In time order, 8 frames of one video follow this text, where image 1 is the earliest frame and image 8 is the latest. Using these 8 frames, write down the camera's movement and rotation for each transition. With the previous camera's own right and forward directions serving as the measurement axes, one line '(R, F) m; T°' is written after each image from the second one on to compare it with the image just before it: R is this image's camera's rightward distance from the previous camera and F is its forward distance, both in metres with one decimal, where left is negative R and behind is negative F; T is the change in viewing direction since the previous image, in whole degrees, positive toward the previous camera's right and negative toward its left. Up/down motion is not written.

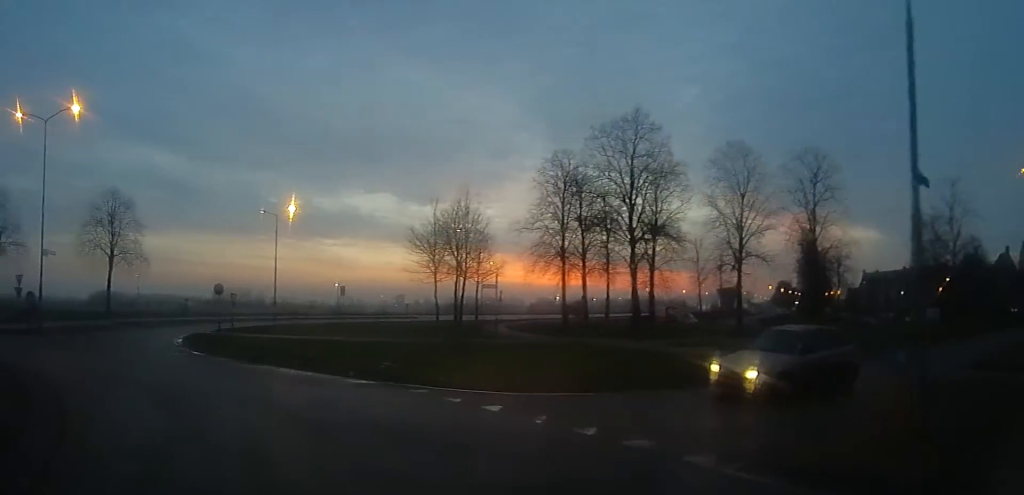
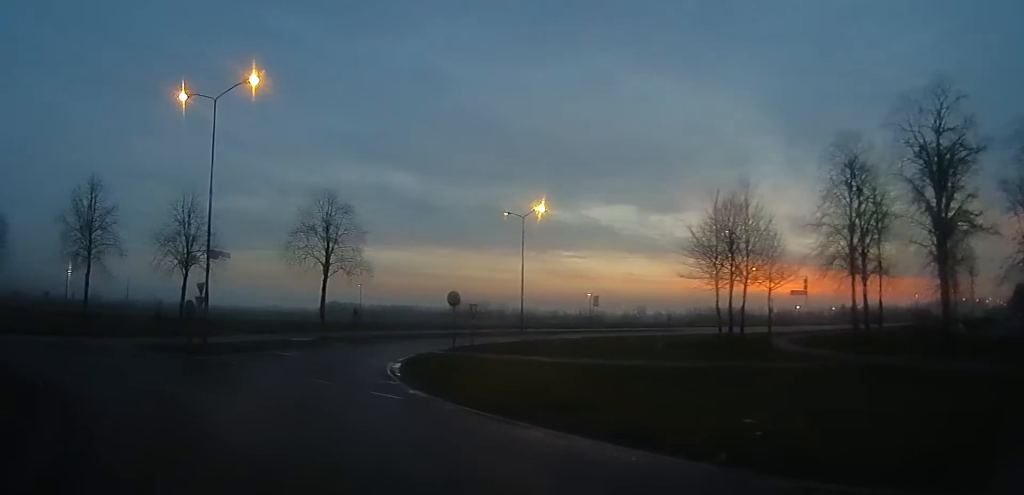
(-2.0, +5.9) m; -40°
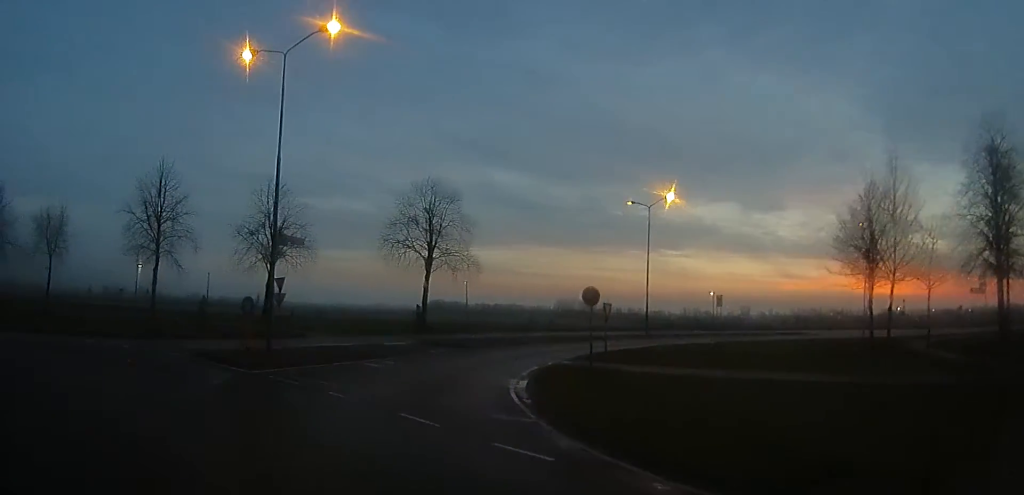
(-1.3, +4.0) m; 0°
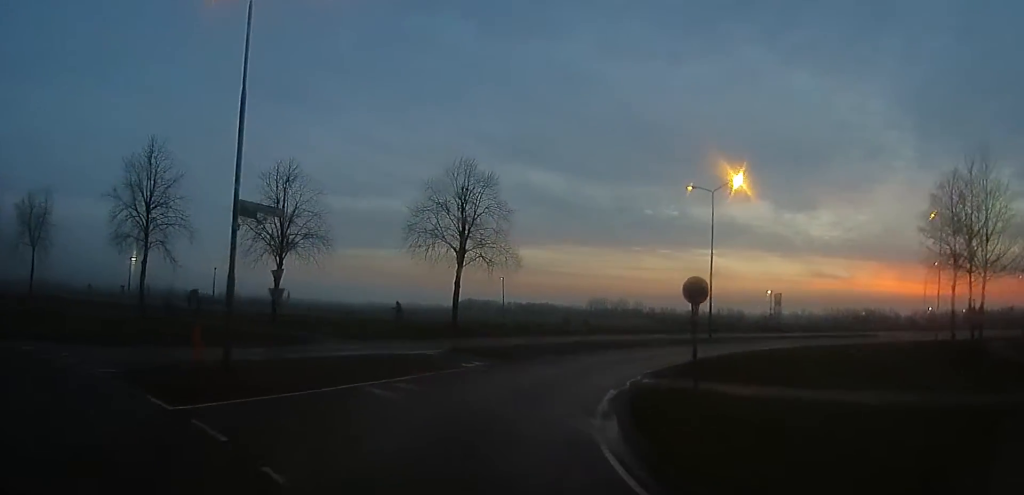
(+0.8, +4.5) m; +2°
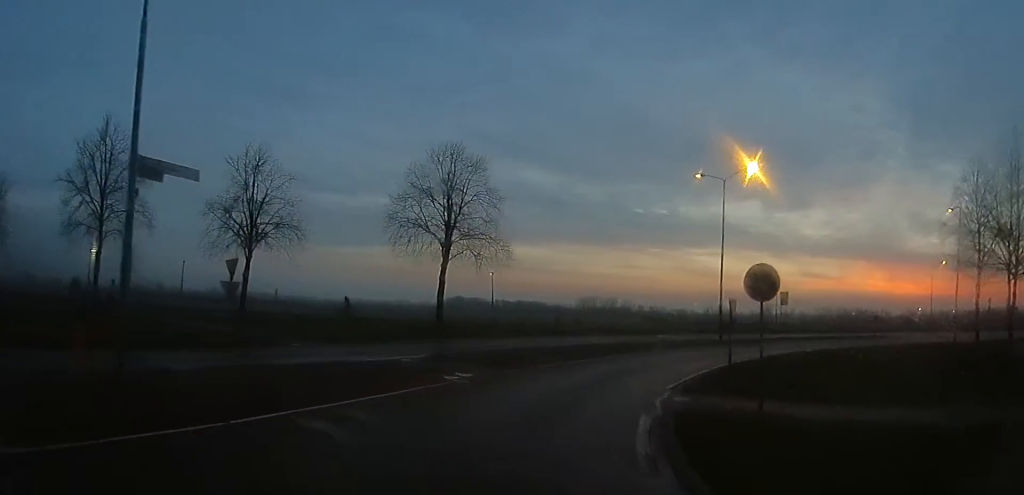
(+0.3, +2.8) m; +2°
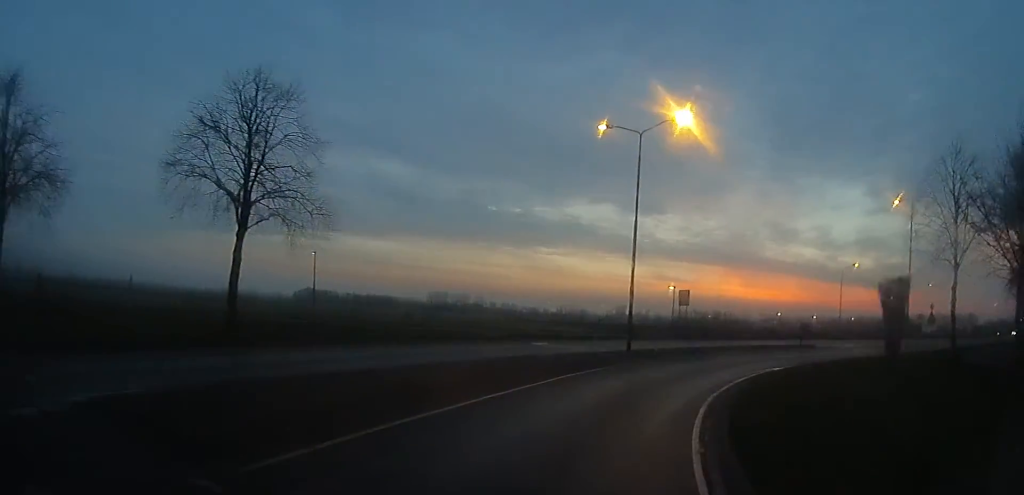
(+0.1, +8.6) m; +14°
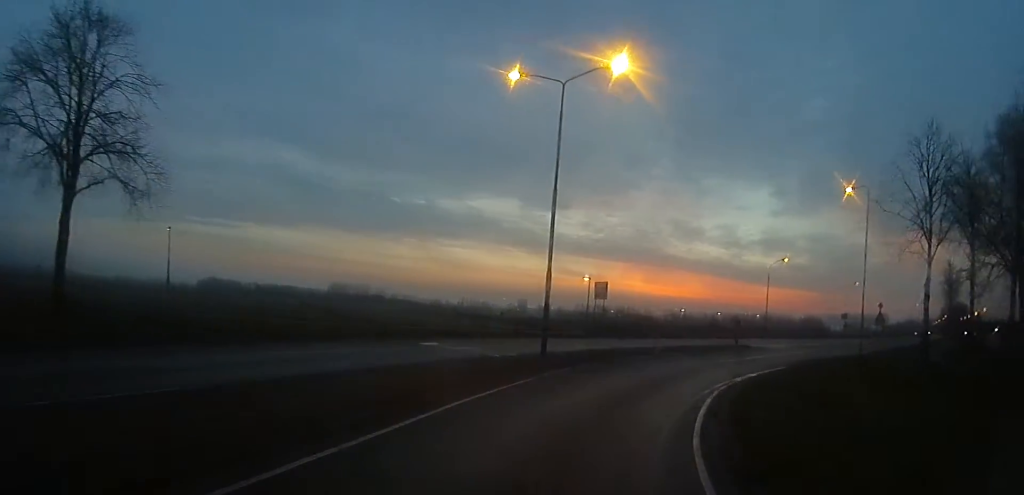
(+0.7, +4.8) m; +8°
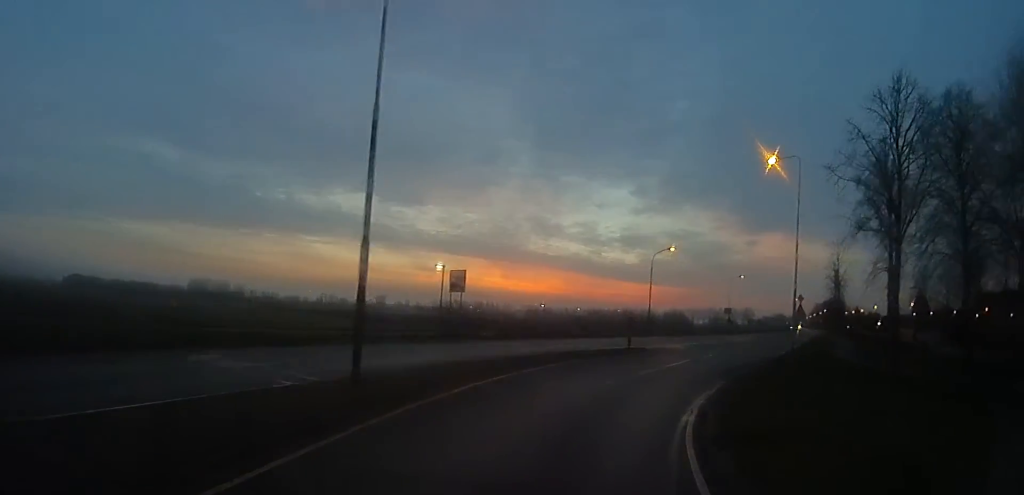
(0.0, +6.9) m; +2°
